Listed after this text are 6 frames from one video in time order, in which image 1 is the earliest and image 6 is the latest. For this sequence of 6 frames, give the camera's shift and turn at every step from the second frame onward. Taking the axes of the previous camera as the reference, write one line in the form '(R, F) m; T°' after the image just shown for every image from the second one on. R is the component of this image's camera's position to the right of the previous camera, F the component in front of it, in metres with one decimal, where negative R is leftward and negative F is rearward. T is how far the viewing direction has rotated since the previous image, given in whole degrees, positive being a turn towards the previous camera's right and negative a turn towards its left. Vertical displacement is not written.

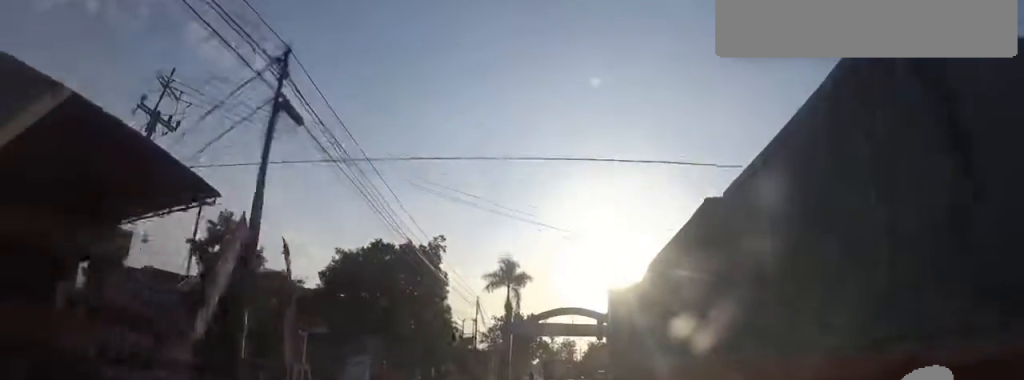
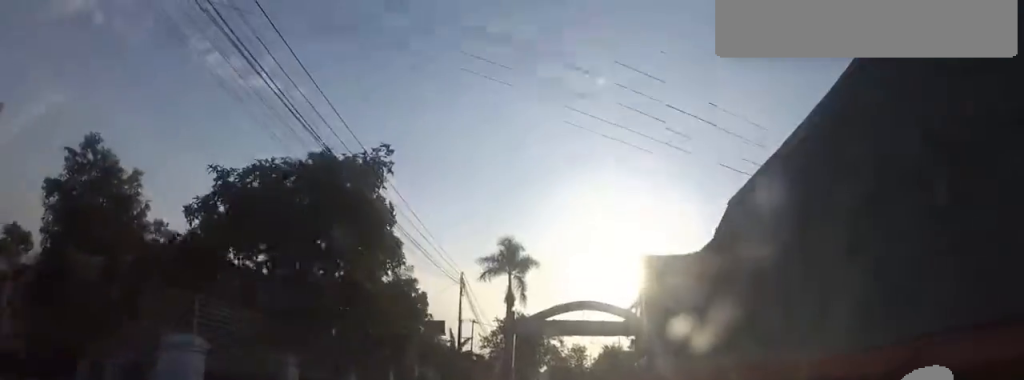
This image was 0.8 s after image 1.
(+0.5, +9.8) m; +2°
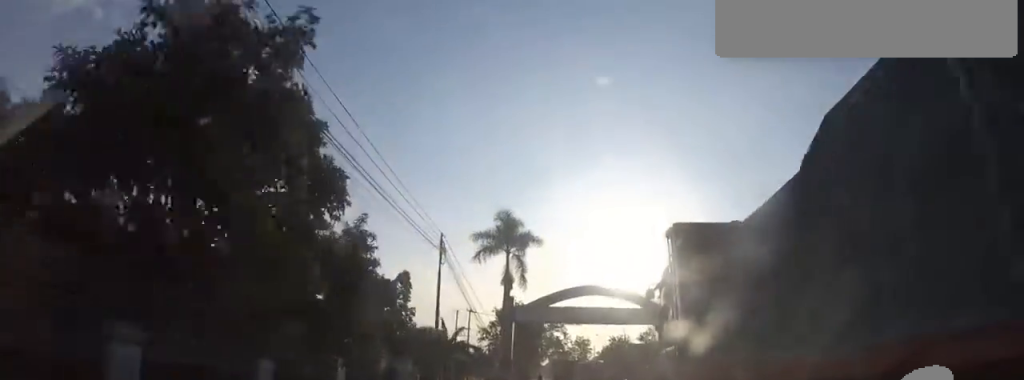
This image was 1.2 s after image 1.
(+0.6, +5.5) m; 0°
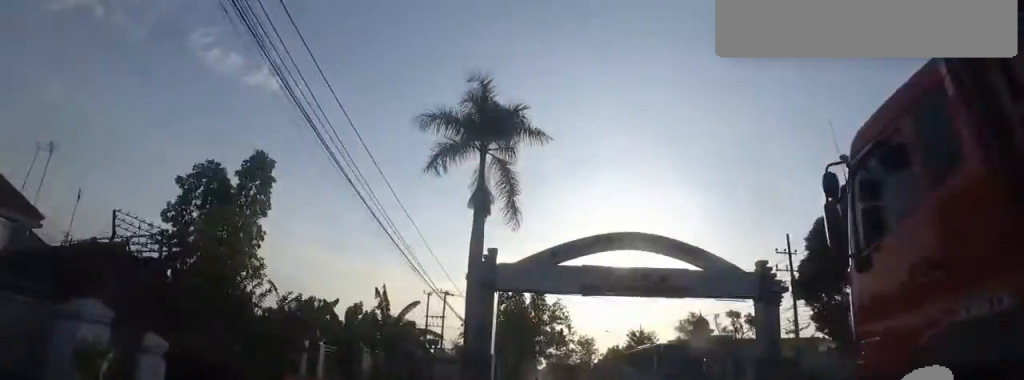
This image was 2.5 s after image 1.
(-1.6, +17.3) m; -7°
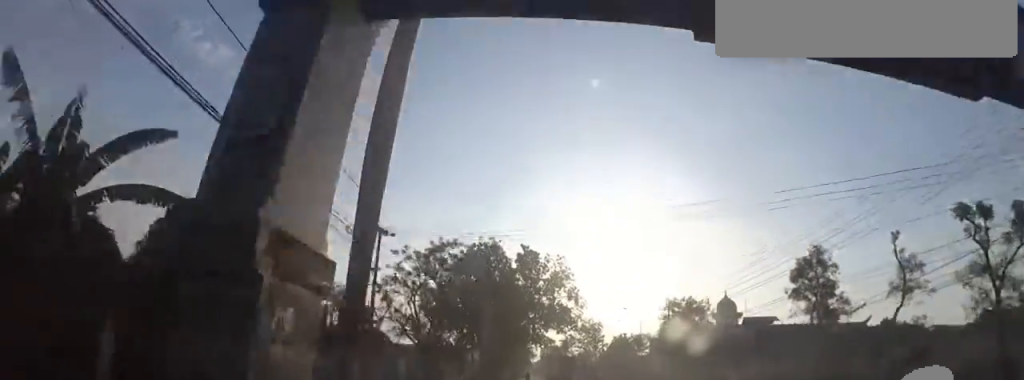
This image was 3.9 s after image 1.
(0.0, +20.6) m; 0°
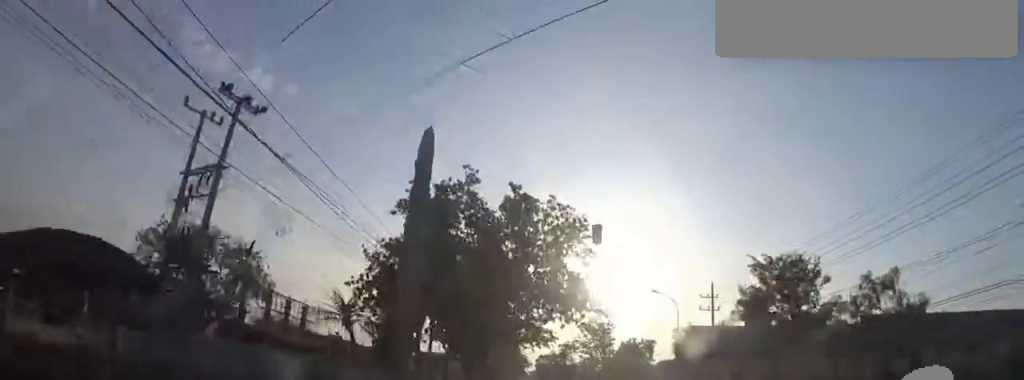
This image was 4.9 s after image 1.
(0.0, +16.9) m; 0°
